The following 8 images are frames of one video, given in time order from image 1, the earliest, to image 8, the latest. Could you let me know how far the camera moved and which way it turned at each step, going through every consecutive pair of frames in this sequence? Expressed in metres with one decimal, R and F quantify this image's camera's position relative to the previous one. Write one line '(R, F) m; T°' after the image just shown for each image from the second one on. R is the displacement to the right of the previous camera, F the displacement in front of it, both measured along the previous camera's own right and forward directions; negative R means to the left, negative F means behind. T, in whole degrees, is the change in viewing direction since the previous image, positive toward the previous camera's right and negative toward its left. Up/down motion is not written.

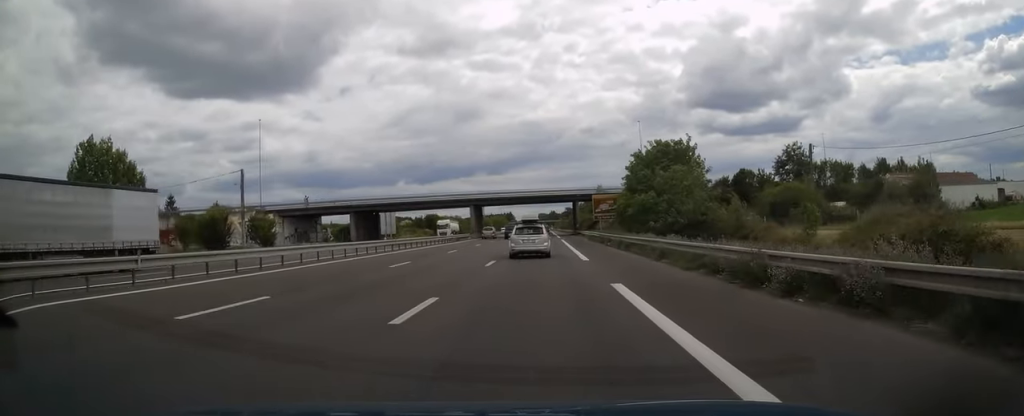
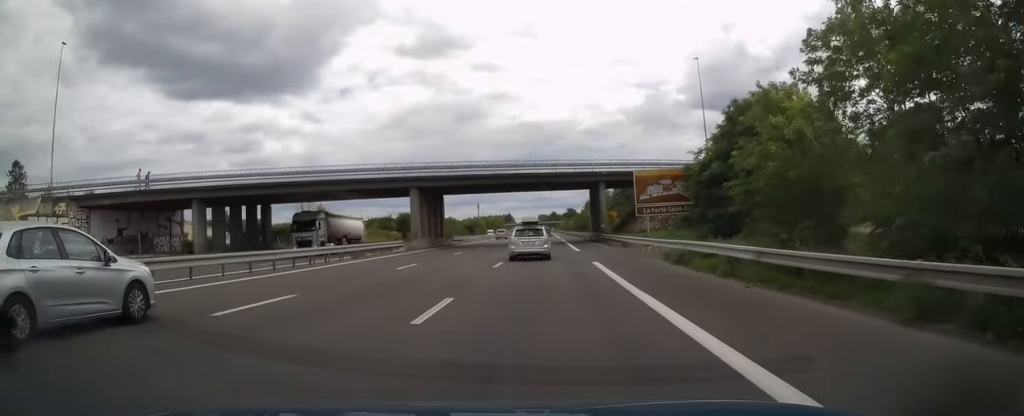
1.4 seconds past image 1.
(-0.2, +39.9) m; 0°
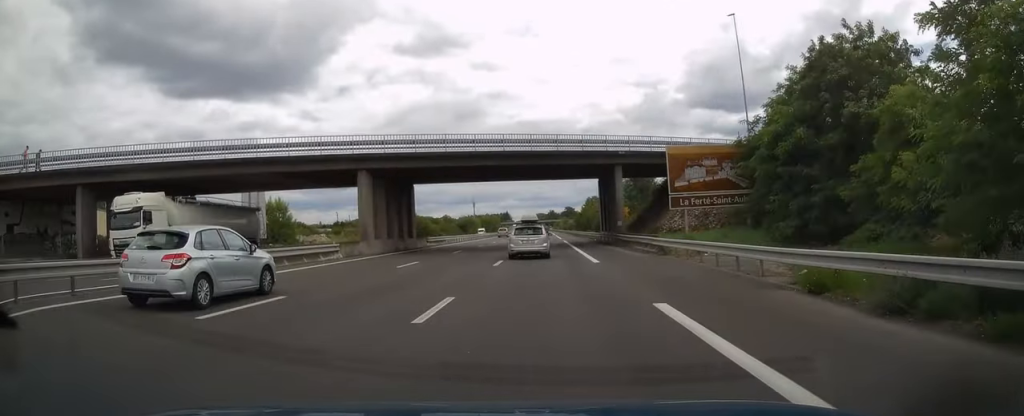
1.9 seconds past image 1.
(0.0, +13.5) m; 0°
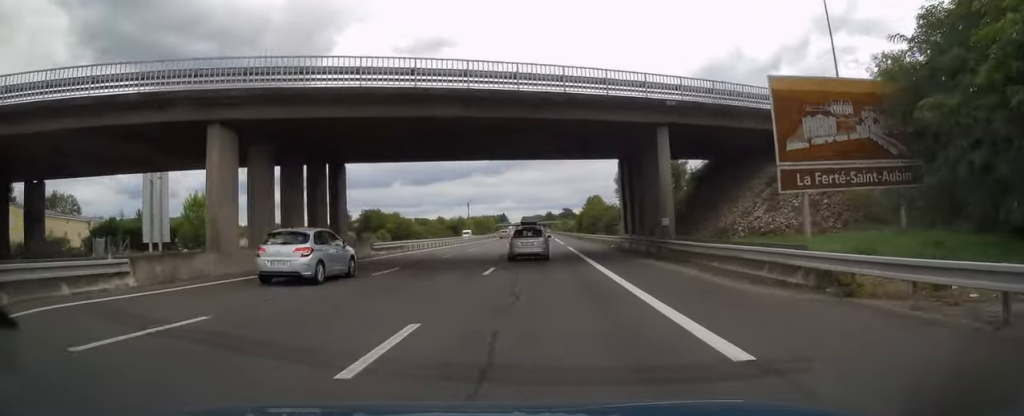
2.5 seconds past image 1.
(0.0, +16.7) m; 0°
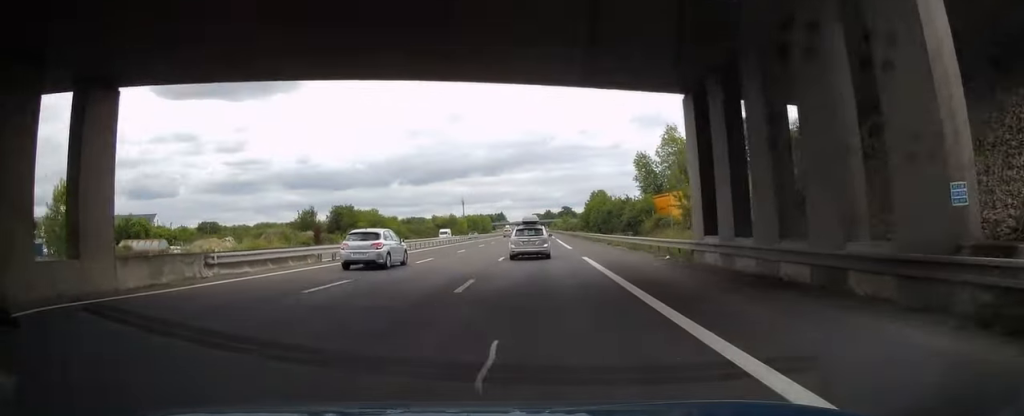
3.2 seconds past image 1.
(0.0, +18.8) m; 0°
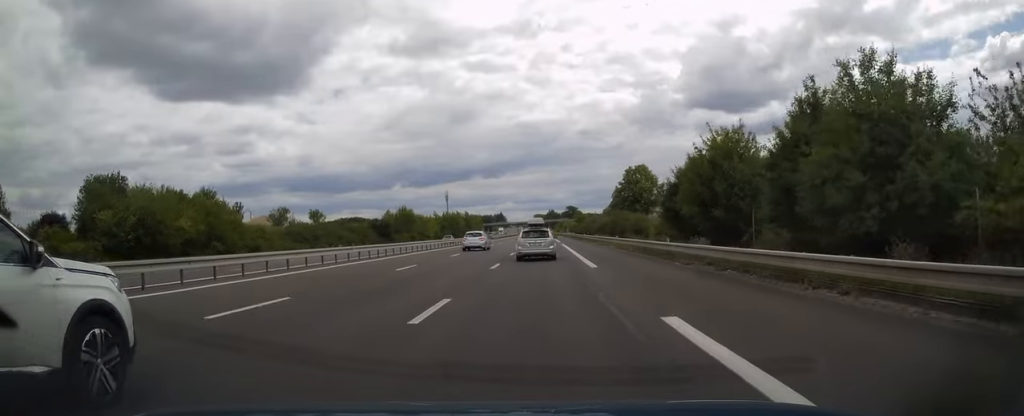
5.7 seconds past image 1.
(+0.3, +69.9) m; 0°
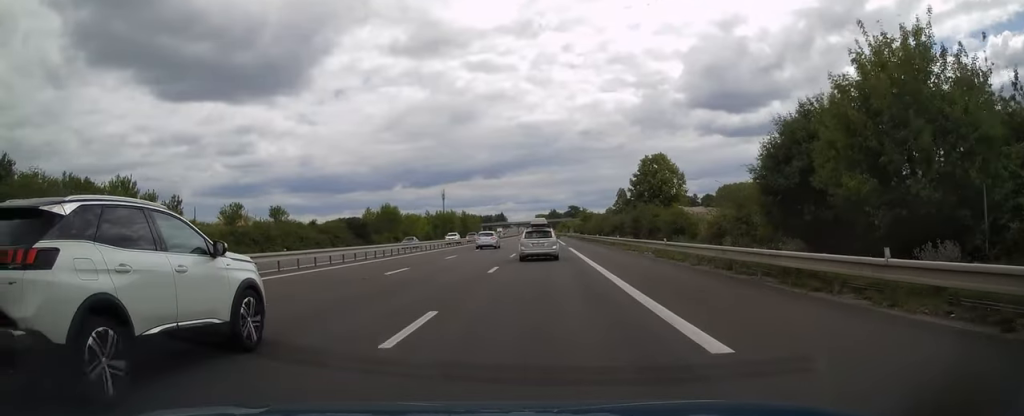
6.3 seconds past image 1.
(-0.1, +15.2) m; 0°
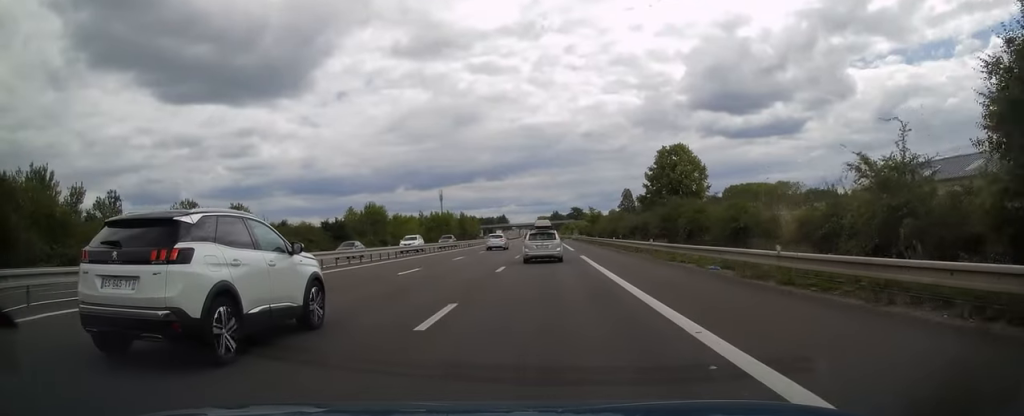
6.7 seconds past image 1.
(0.0, +11.5) m; 0°
